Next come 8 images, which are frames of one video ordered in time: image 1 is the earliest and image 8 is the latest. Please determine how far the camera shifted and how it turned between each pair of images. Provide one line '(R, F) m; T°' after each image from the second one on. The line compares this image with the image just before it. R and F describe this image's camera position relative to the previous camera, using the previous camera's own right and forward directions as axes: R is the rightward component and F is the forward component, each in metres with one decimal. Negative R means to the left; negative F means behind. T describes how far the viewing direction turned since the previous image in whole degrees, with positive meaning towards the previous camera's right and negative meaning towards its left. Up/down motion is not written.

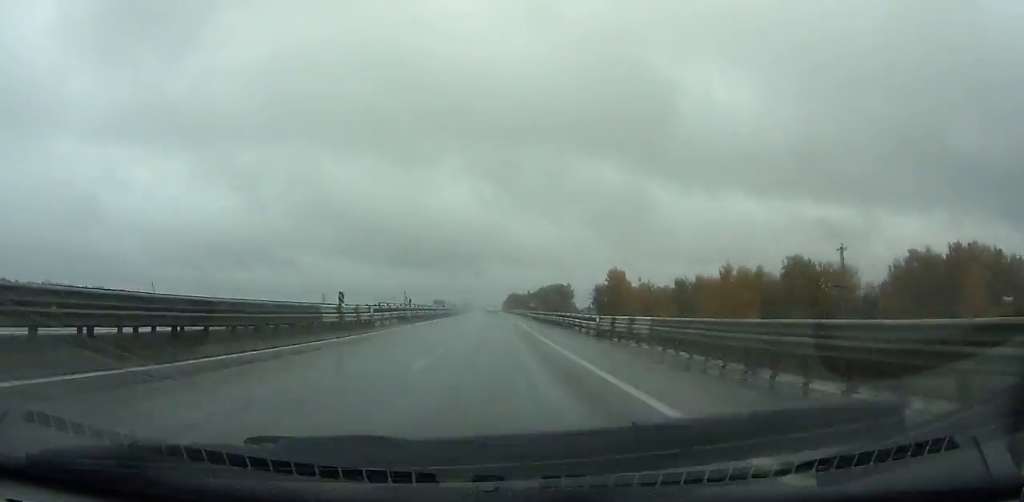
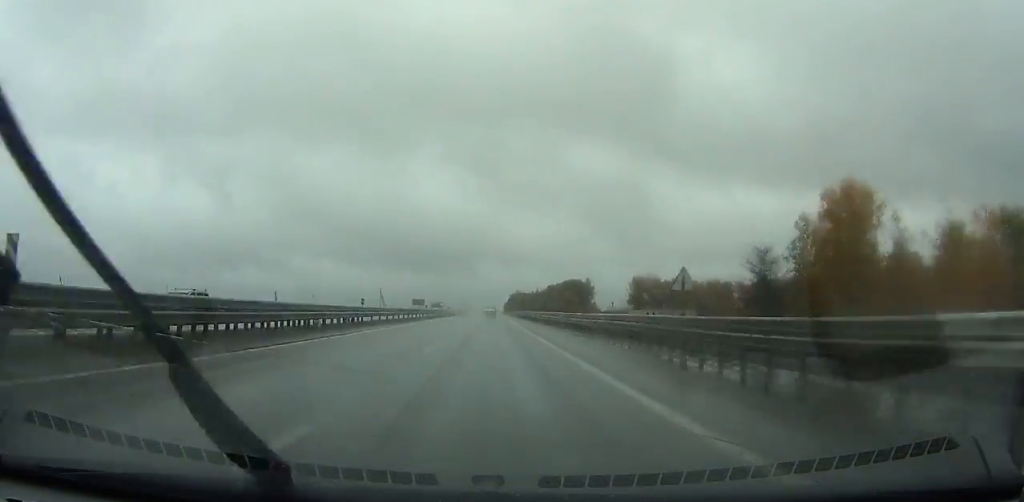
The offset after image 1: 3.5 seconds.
(-0.2, +94.2) m; 0°
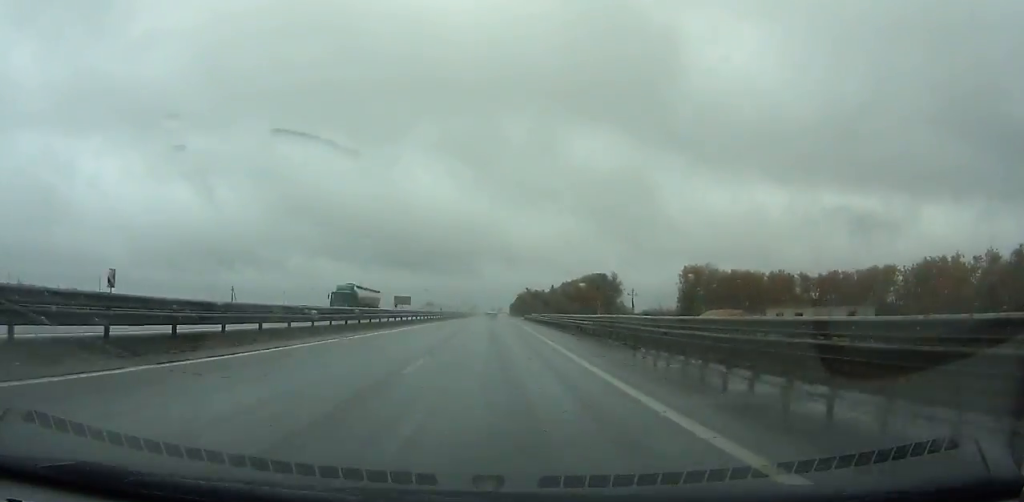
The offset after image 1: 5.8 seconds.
(-0.1, +62.9) m; 0°
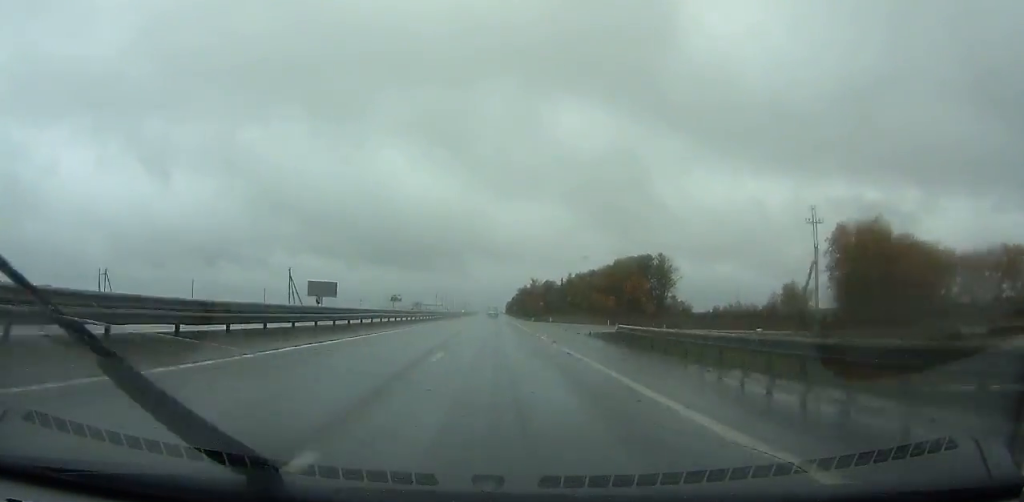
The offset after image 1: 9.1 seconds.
(0.0, +91.7) m; 0°
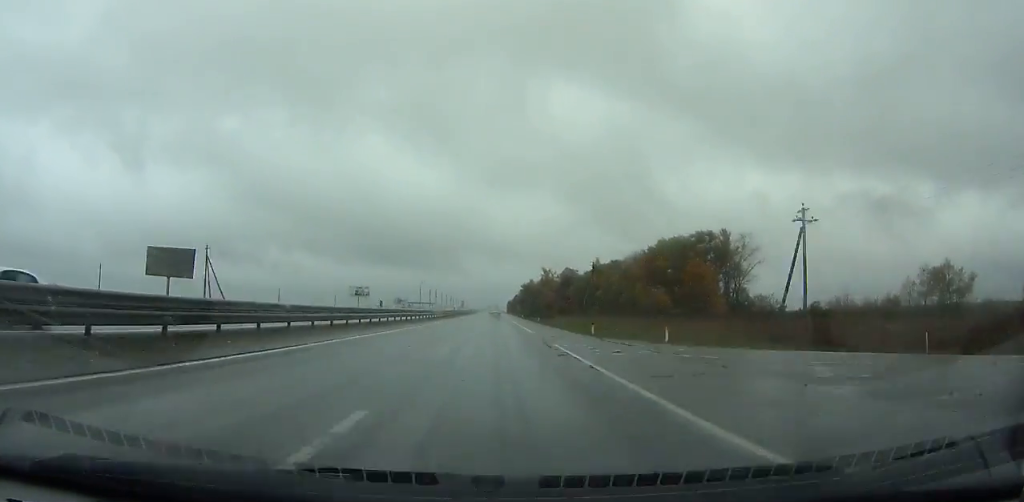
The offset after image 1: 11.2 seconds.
(+0.1, +58.9) m; 0°
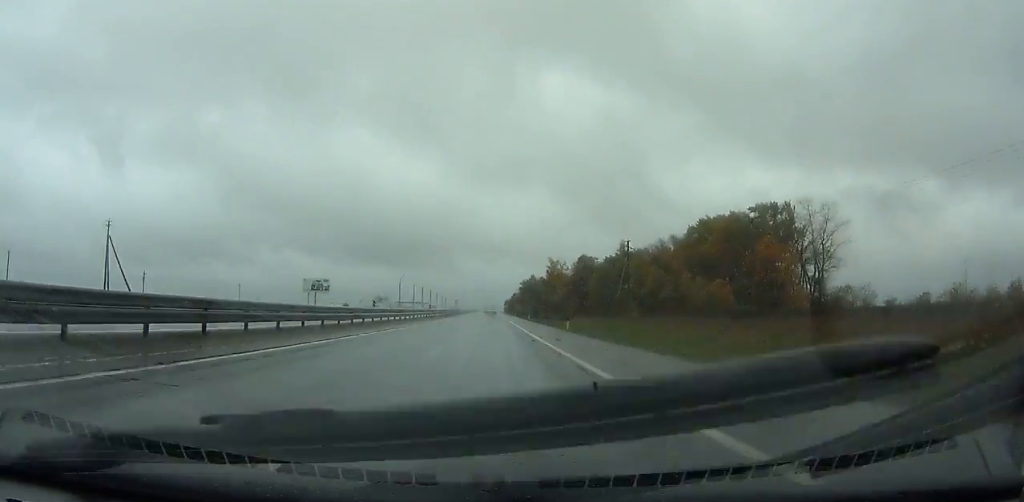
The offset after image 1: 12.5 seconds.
(+0.1, +36.8) m; 0°
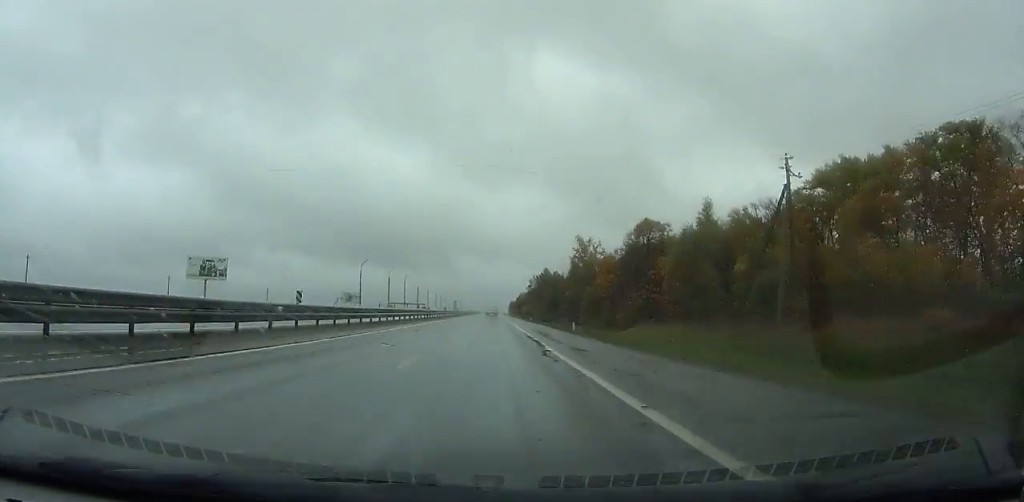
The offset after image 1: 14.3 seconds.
(0.0, +51.1) m; 0°
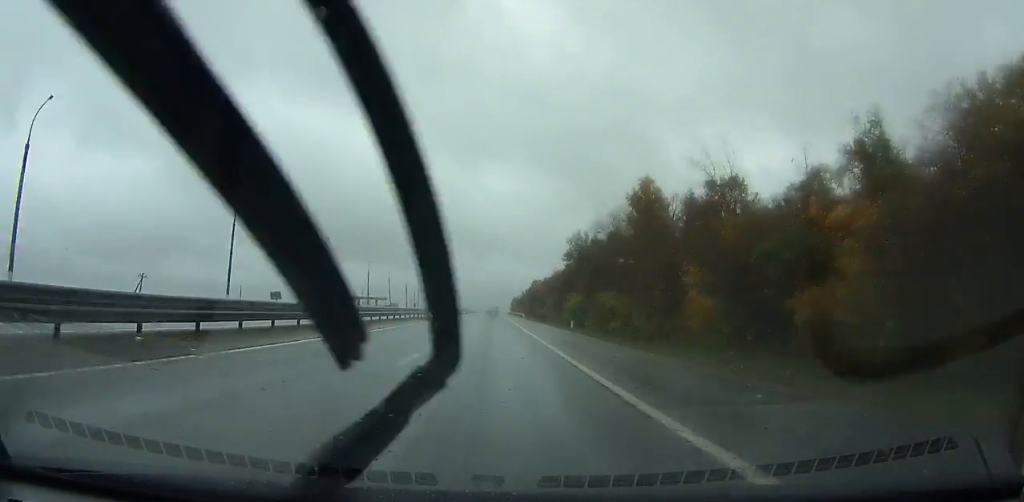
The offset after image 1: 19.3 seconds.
(-0.3, +142.0) m; 0°
